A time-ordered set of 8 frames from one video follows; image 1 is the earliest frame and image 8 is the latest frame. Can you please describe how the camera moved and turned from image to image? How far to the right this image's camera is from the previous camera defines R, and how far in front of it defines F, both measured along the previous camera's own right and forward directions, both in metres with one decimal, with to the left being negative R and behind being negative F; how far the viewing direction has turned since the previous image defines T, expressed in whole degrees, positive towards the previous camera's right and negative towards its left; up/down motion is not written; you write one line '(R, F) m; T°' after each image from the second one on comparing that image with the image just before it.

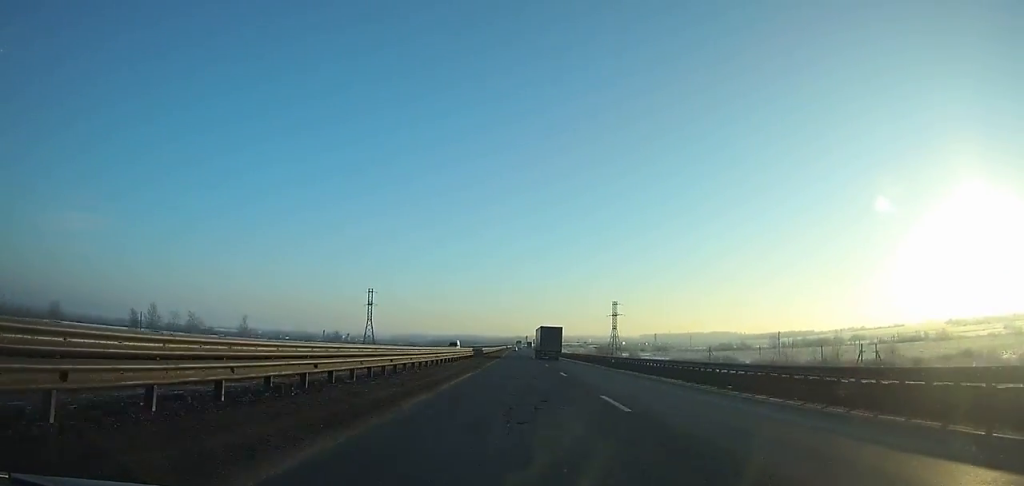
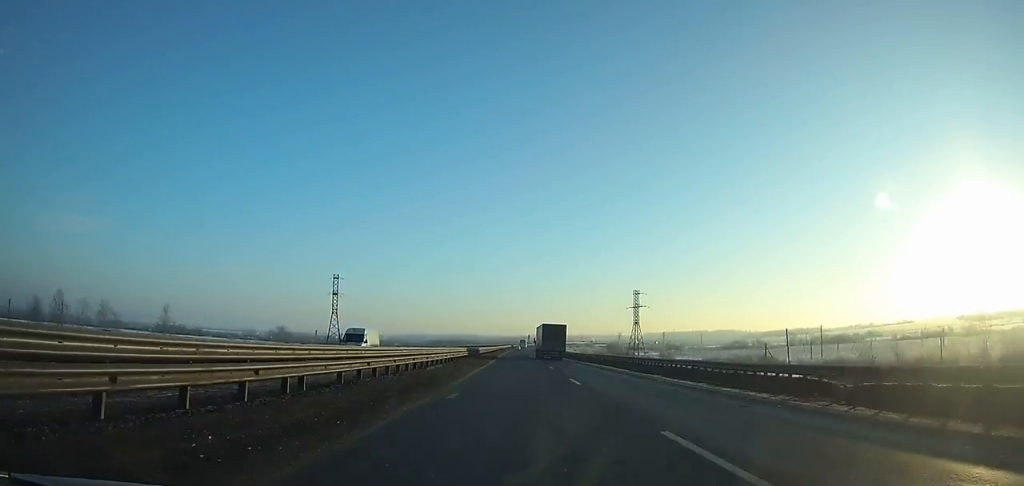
(-0.1, +40.0) m; 0°
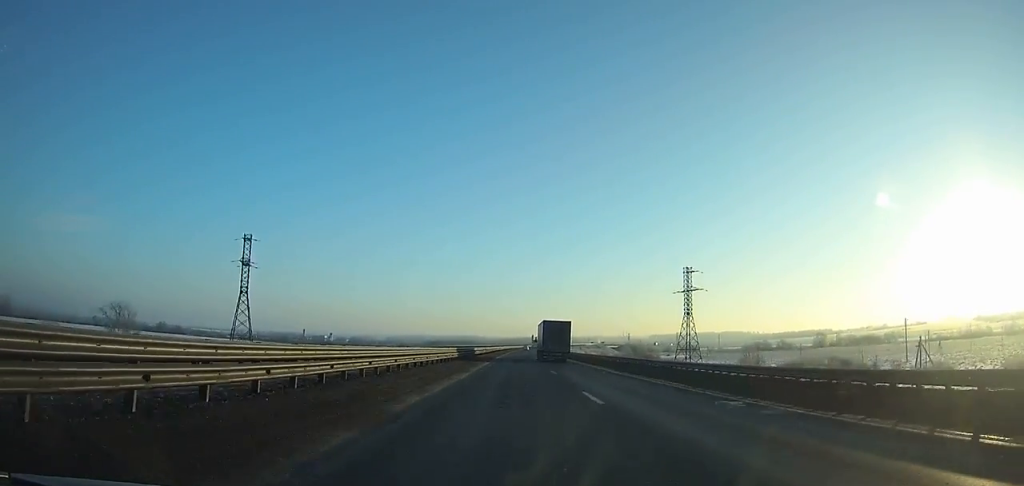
(-0.1, +55.2) m; 0°
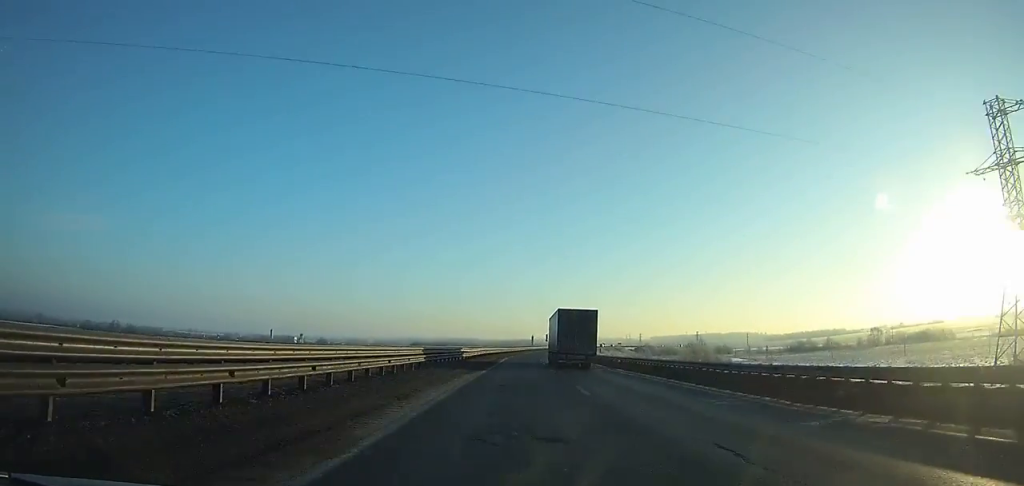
(+0.4, +92.9) m; +1°
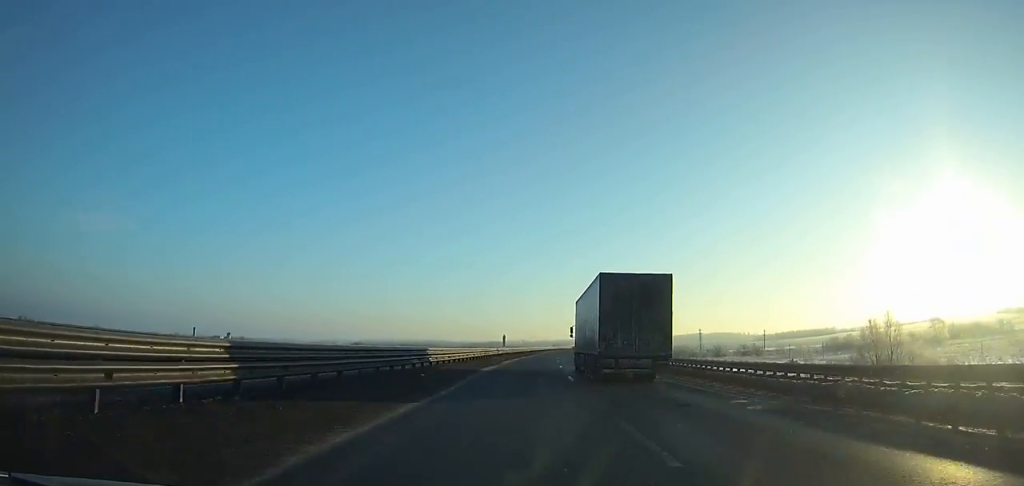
(+2.2, +107.2) m; +3°
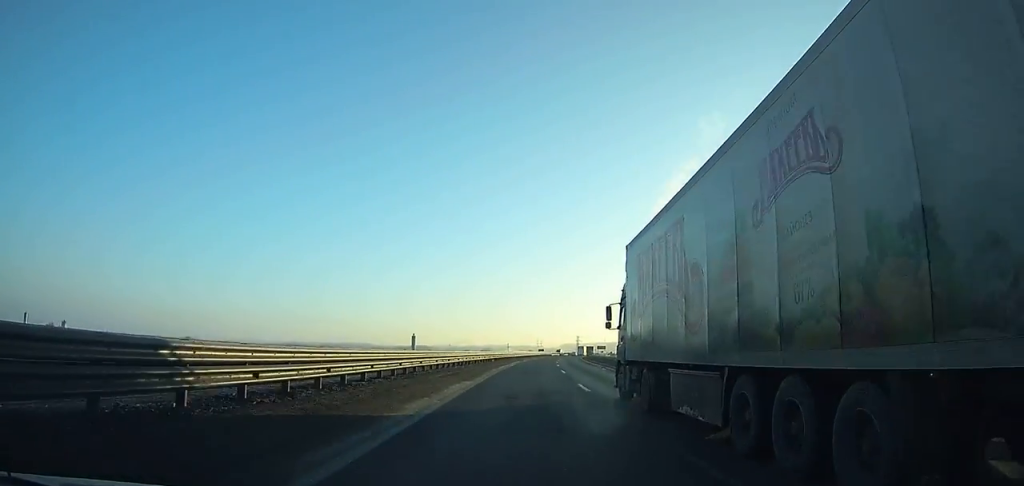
(+7.3, +129.5) m; +6°
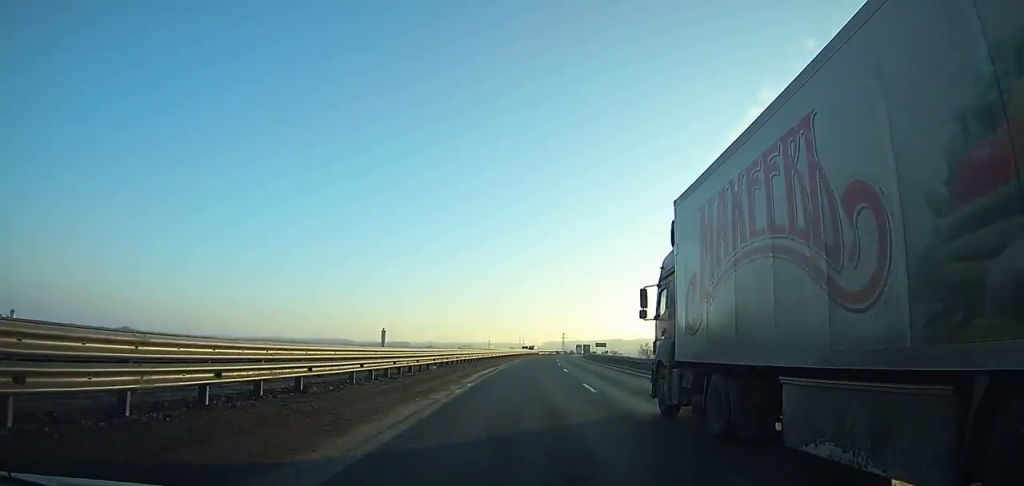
(+0.1, +33.7) m; +2°
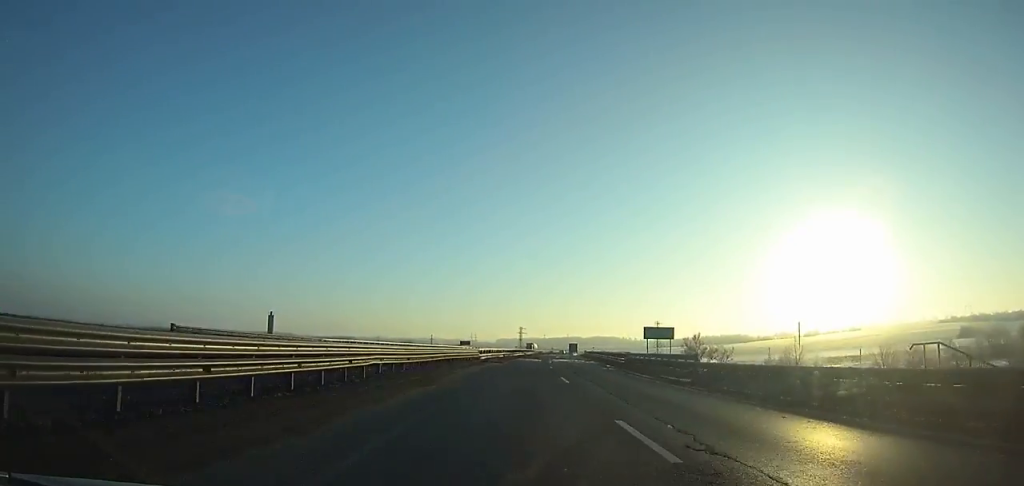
(+4.4, +89.5) m; +5°
